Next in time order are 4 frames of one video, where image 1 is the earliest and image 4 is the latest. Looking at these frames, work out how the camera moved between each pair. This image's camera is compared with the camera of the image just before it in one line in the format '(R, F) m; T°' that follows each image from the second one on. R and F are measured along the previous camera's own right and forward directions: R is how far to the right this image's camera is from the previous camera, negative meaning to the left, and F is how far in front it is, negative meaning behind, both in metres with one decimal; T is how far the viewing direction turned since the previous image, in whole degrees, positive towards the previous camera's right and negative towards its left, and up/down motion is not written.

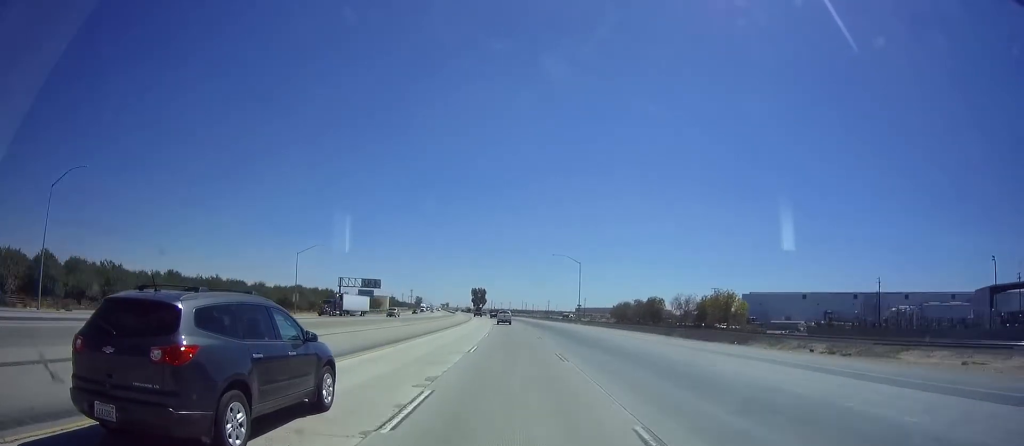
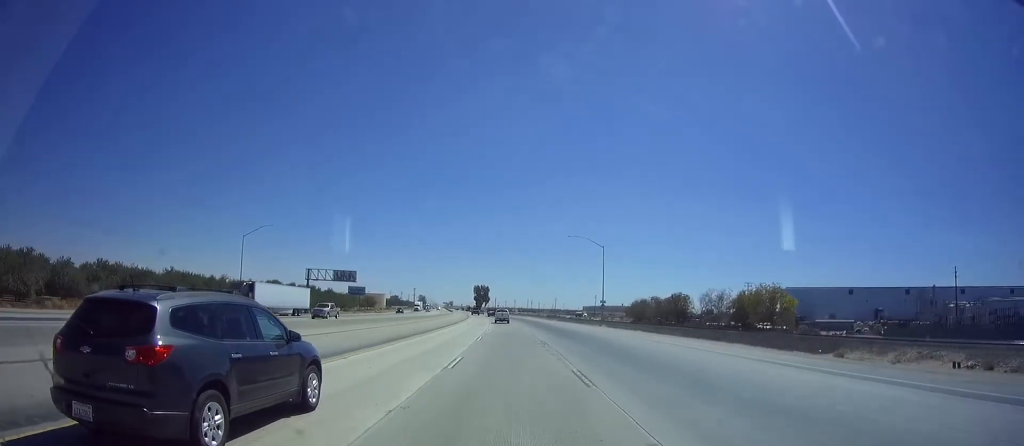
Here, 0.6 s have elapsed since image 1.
(-0.2, +21.1) m; -1°
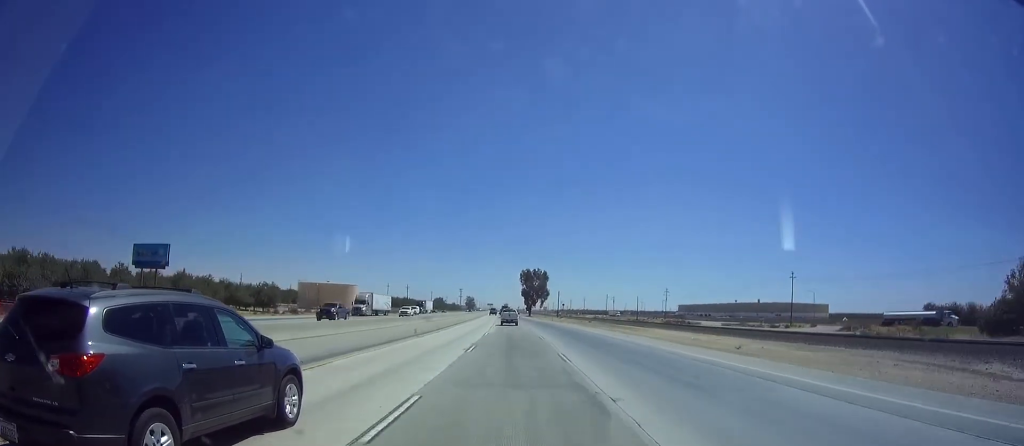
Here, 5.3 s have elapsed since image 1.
(-5.8, +154.4) m; -5°
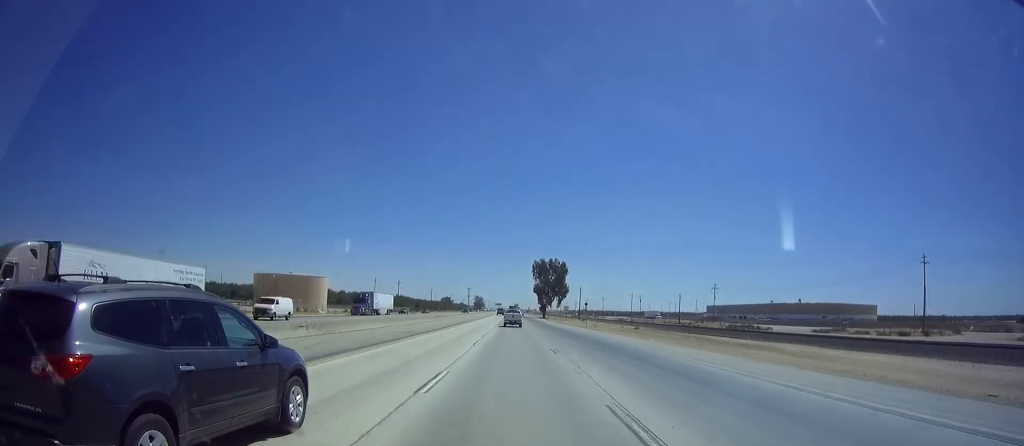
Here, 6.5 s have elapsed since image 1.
(-1.2, +39.9) m; -1°
